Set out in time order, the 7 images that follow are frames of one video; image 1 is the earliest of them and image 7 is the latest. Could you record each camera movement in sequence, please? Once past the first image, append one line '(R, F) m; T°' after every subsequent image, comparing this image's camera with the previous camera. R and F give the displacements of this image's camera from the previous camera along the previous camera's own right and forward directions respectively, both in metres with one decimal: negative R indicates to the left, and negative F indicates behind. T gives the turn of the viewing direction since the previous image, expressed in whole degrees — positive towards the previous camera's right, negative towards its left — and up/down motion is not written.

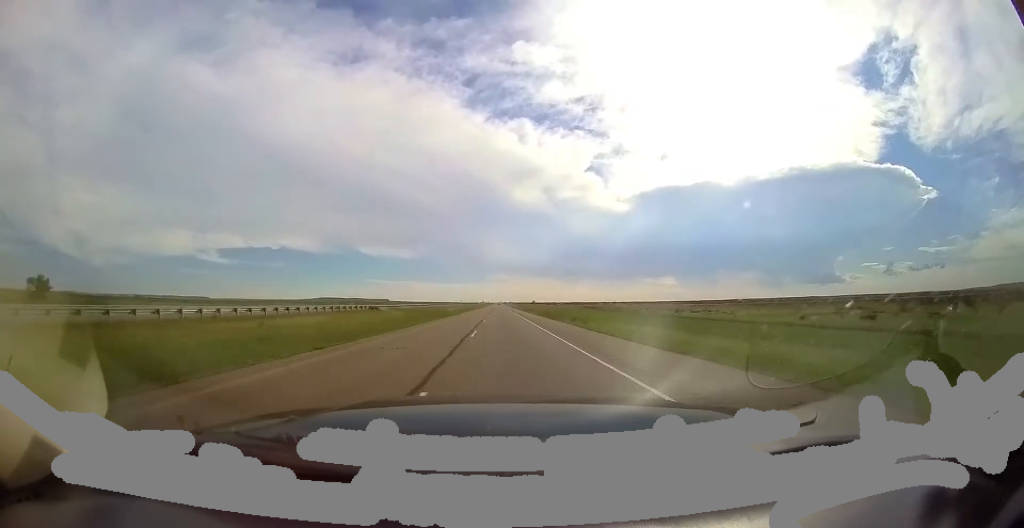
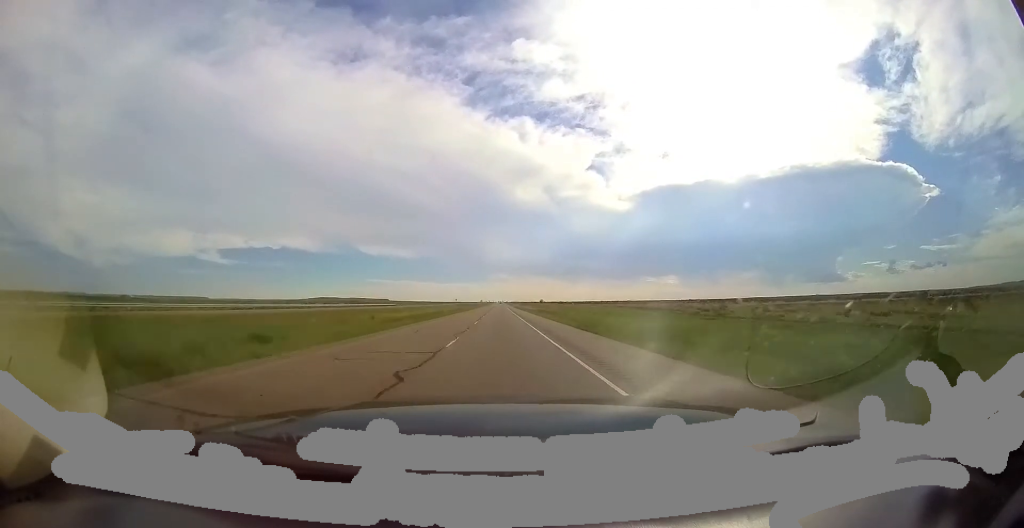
(-0.7, +51.9) m; 0°
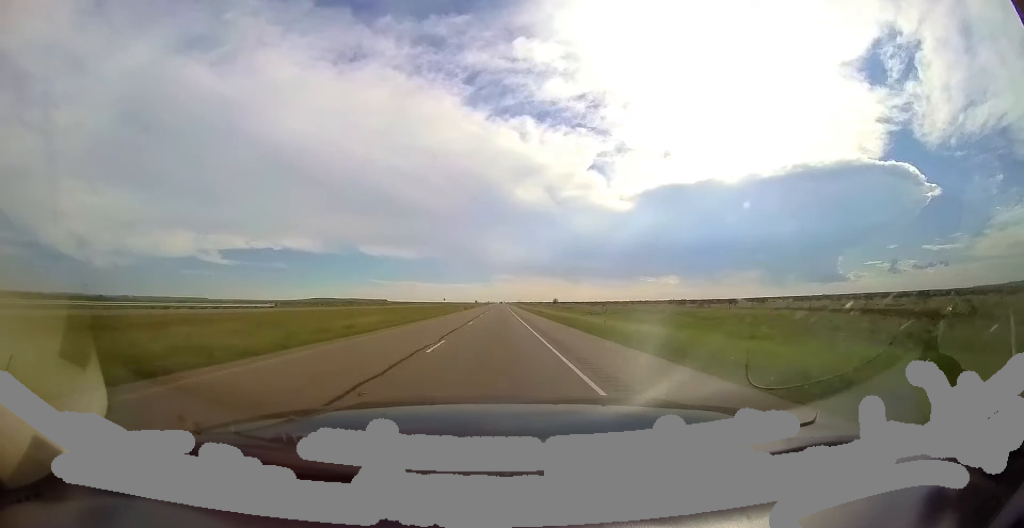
(-0.1, +61.7) m; 0°
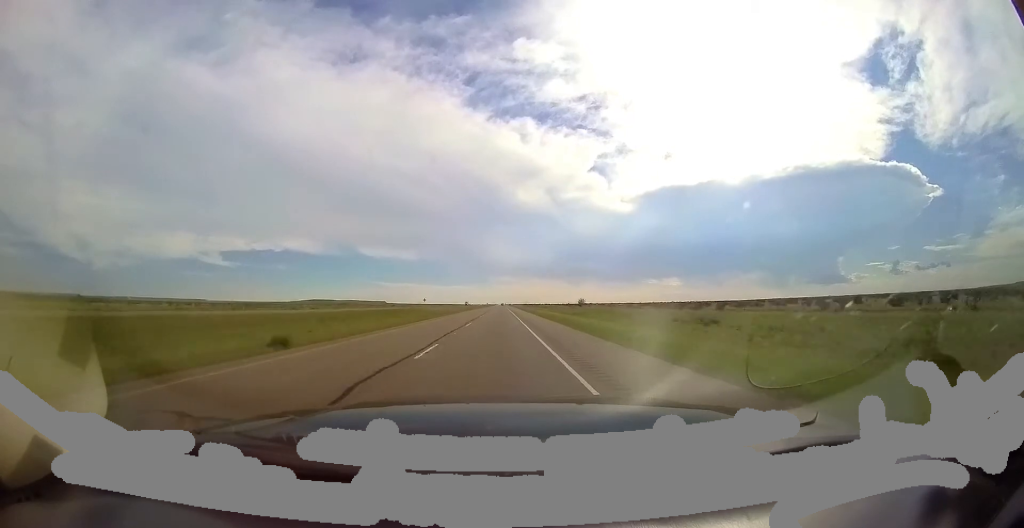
(+0.4, +61.6) m; 0°
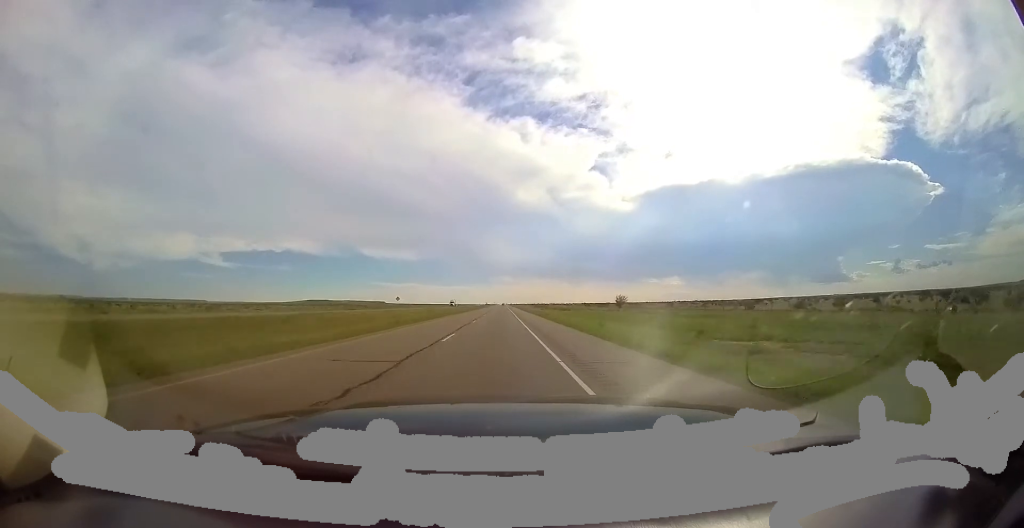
(+0.8, +44.2) m; 0°
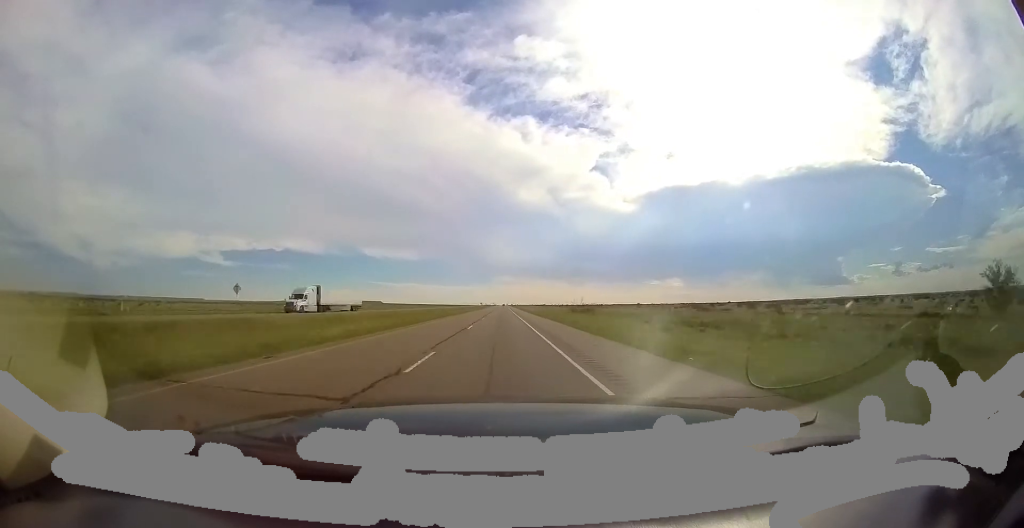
(-1.9, +78.5) m; -1°
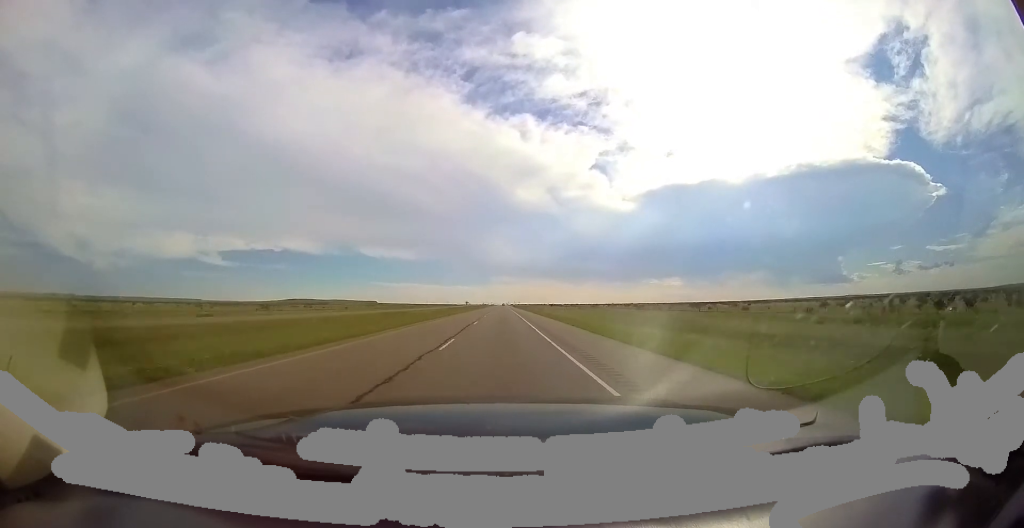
(+1.0, +92.9) m; +1°
